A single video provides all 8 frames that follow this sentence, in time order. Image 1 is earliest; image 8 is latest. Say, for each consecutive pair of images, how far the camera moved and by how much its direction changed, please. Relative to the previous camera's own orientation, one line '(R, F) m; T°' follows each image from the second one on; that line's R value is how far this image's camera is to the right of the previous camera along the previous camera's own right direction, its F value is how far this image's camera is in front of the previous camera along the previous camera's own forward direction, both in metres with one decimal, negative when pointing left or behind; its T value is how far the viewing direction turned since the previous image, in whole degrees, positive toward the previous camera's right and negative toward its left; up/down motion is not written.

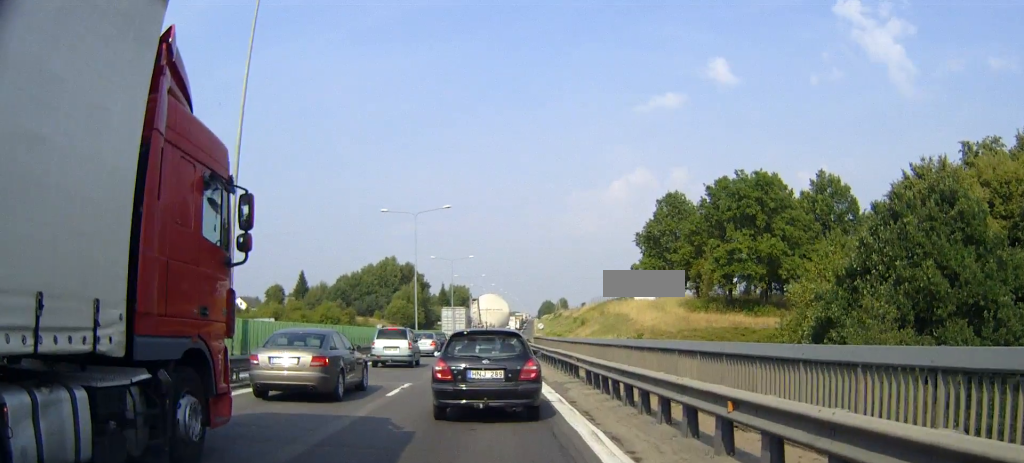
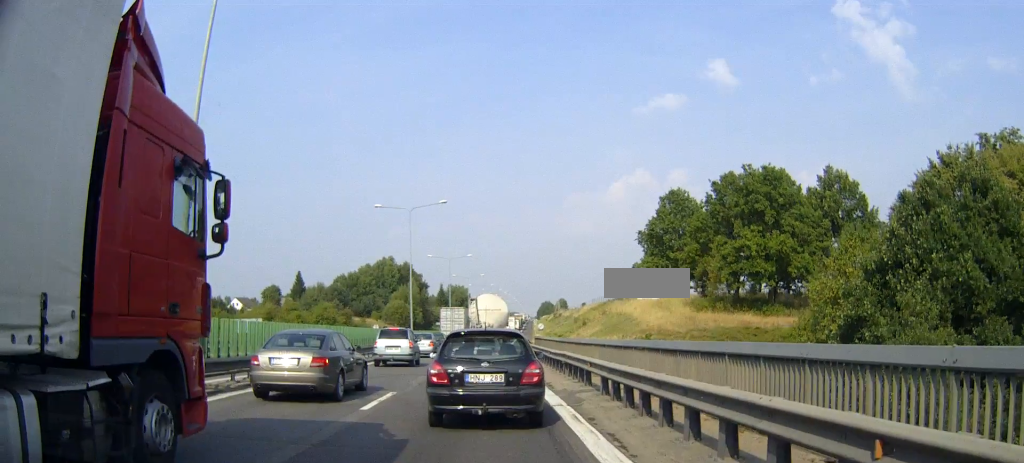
(0.0, +2.8) m; 0°
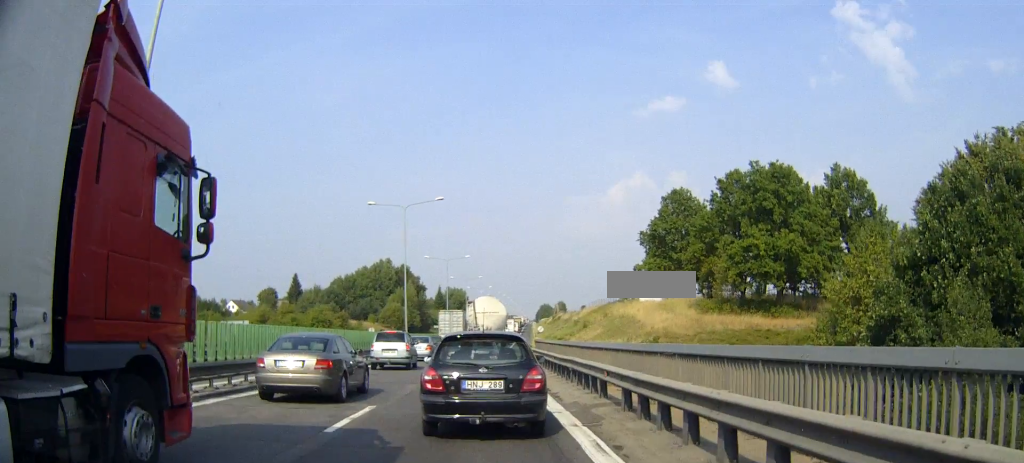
(+0.1, +2.6) m; 0°
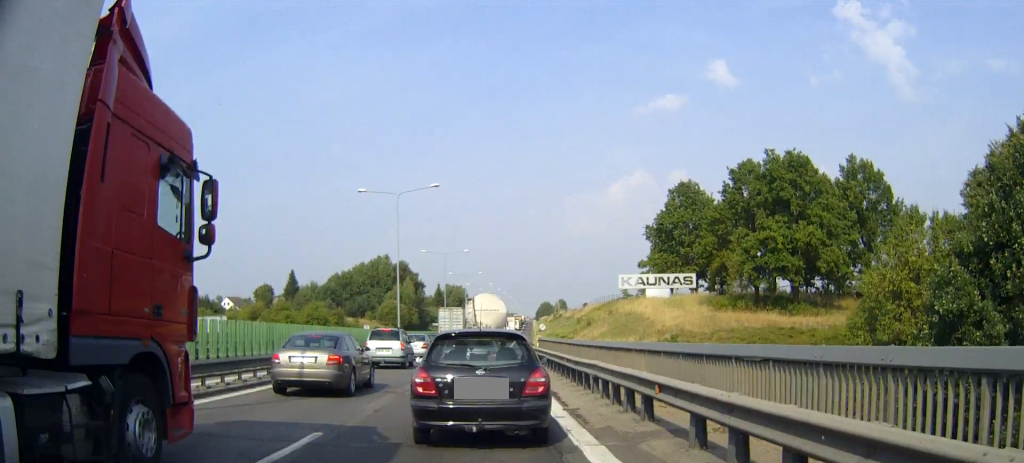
(-0.1, +4.3) m; -1°
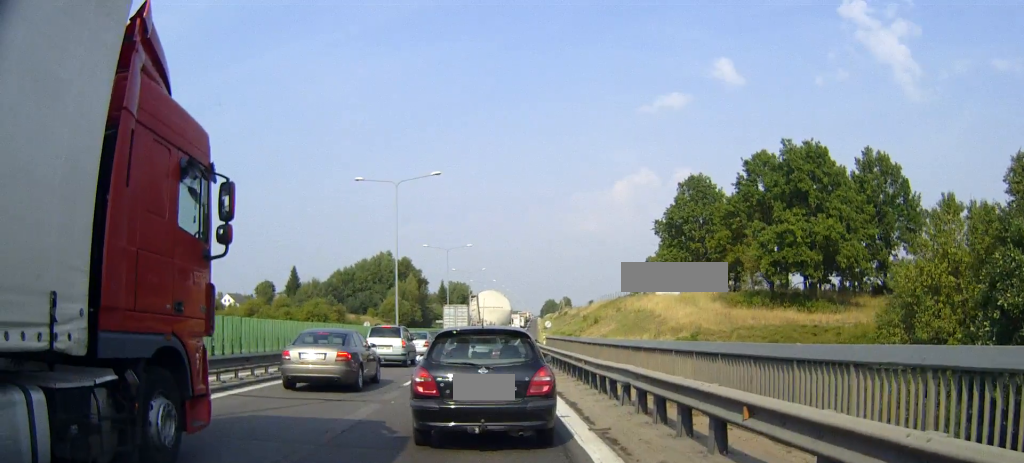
(0.0, +3.1) m; 0°
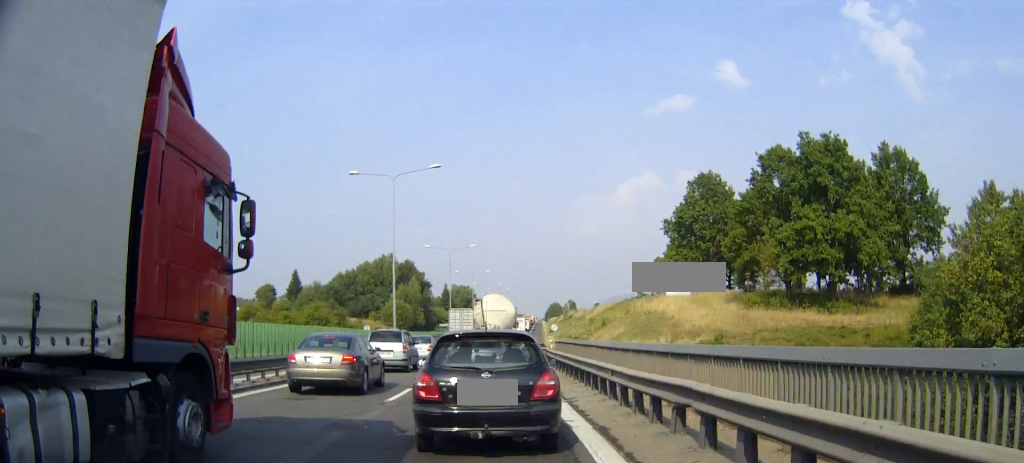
(0.0, +3.3) m; 0°
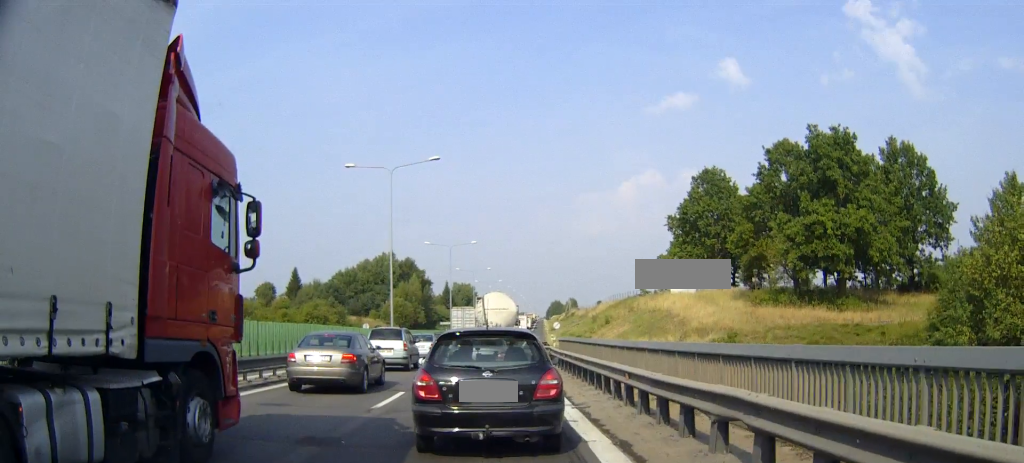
(0.0, +1.7) m; 0°
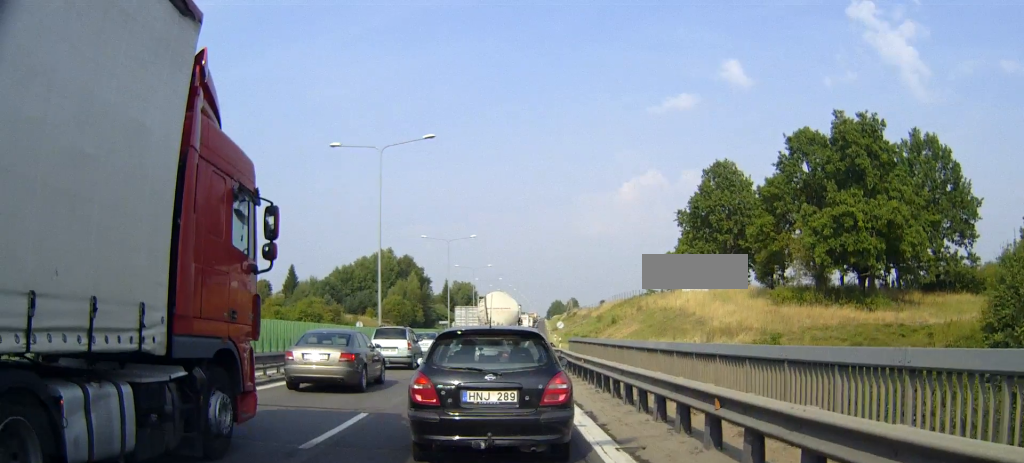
(0.0, +4.9) m; 0°
